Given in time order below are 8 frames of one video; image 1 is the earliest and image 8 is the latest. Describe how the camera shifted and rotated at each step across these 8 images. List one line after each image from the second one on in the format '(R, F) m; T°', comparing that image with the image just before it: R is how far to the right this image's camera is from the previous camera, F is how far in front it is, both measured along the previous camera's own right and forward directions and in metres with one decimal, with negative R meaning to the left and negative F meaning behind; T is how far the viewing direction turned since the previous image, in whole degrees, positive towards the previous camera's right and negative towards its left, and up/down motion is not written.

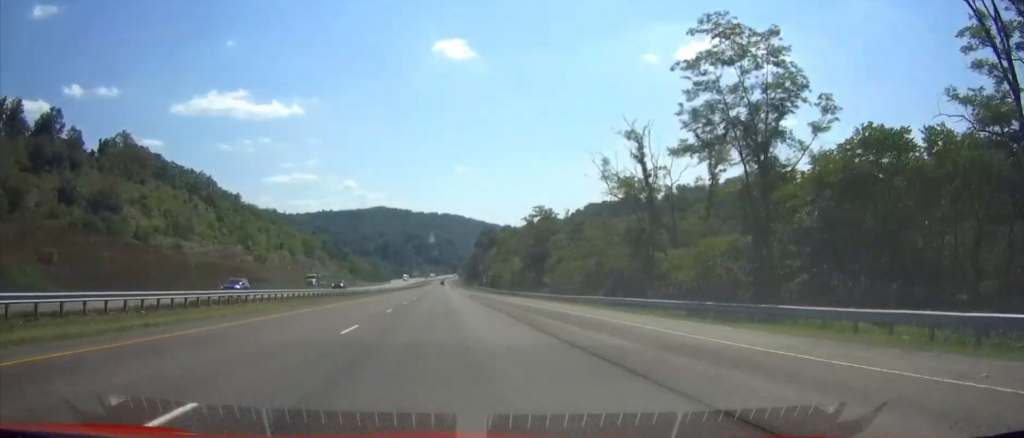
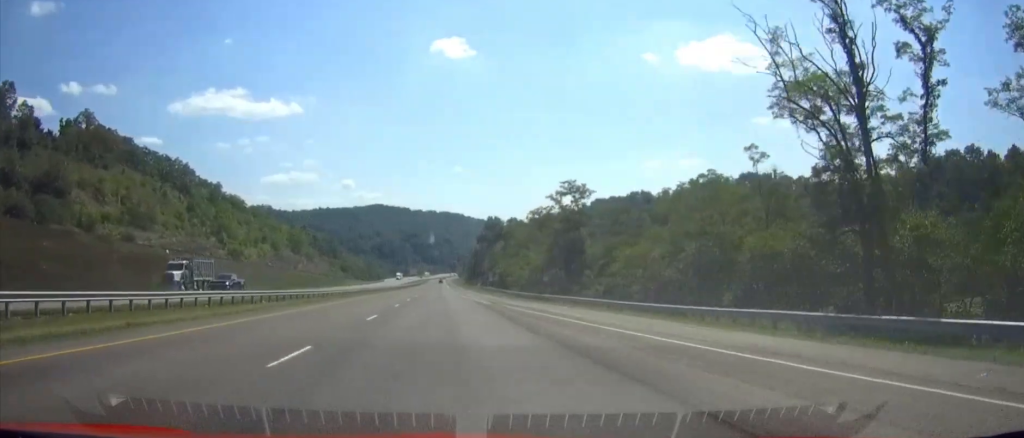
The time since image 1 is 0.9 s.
(+0.1, +30.4) m; 0°
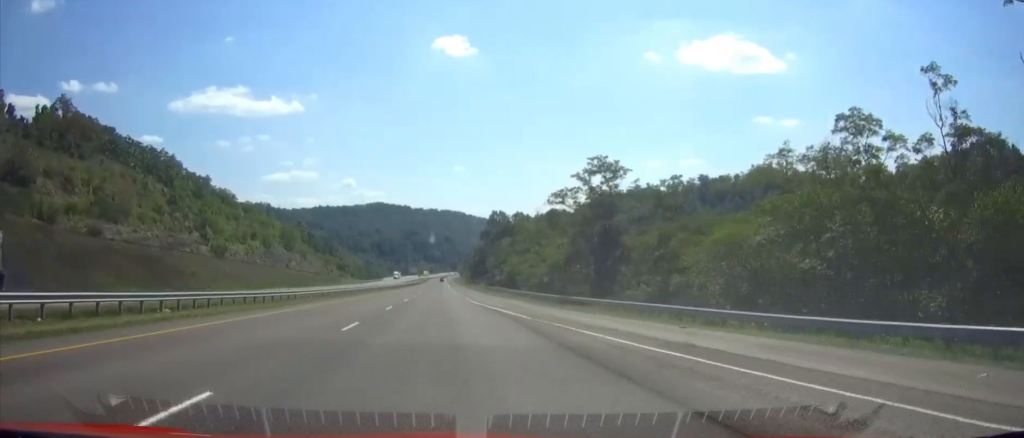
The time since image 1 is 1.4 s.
(0.0, +17.6) m; 0°
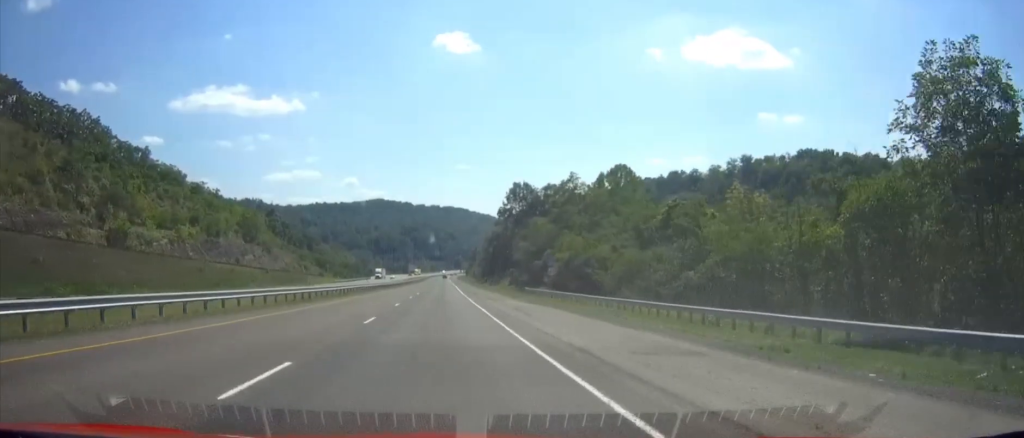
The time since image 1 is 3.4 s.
(-0.1, +70.4) m; 0°
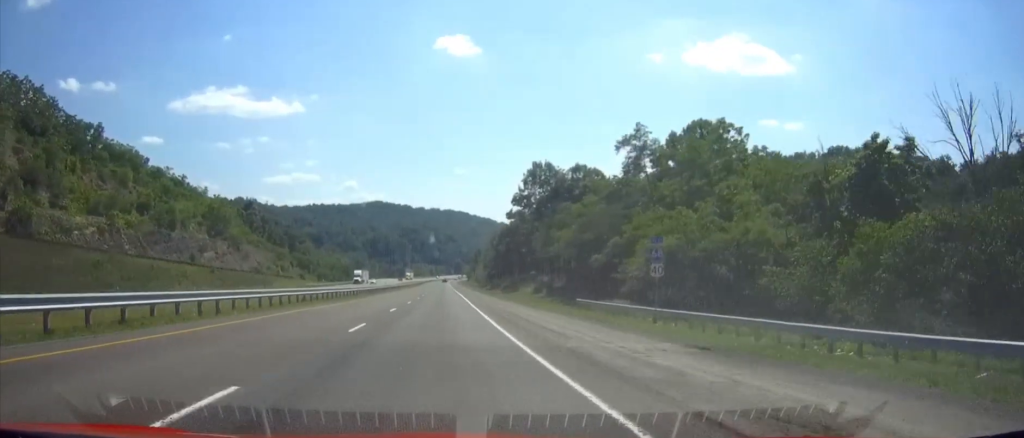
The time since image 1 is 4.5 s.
(0.0, +38.8) m; 0°
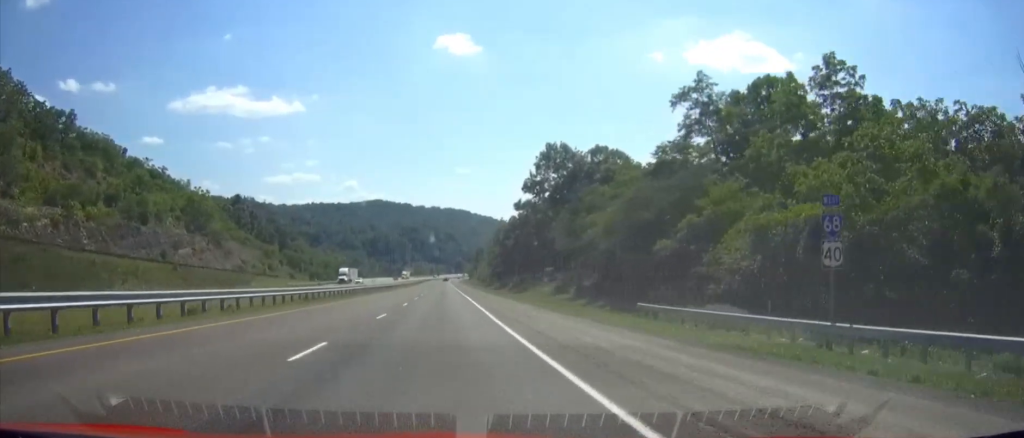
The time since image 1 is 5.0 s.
(0.0, +18.8) m; 0°
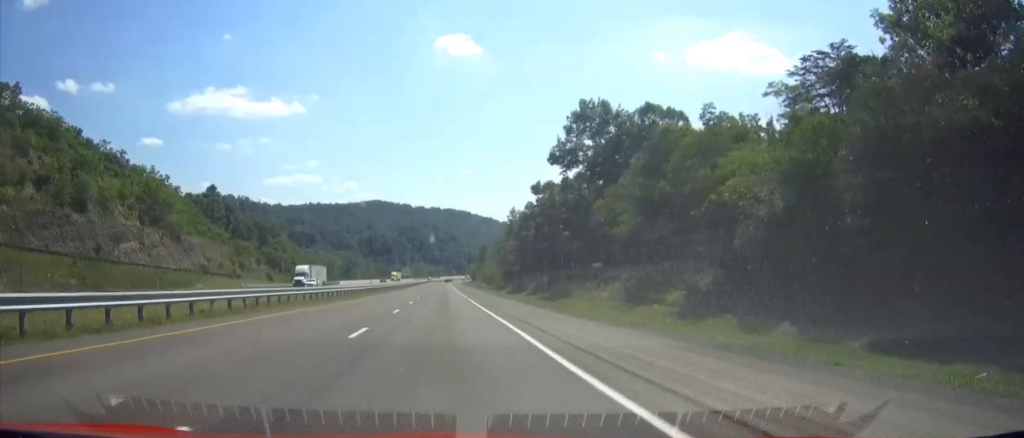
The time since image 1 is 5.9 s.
(+0.1, +31.9) m; 0°
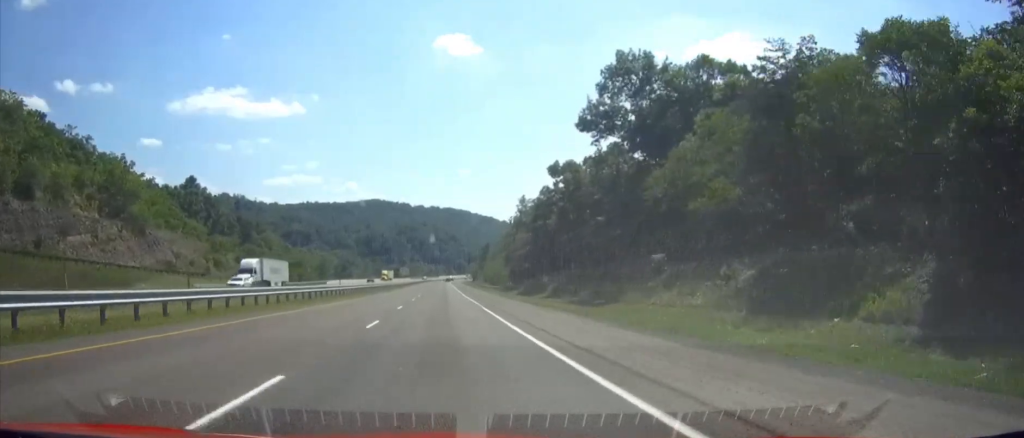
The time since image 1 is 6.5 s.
(0.0, +21.3) m; 0°
